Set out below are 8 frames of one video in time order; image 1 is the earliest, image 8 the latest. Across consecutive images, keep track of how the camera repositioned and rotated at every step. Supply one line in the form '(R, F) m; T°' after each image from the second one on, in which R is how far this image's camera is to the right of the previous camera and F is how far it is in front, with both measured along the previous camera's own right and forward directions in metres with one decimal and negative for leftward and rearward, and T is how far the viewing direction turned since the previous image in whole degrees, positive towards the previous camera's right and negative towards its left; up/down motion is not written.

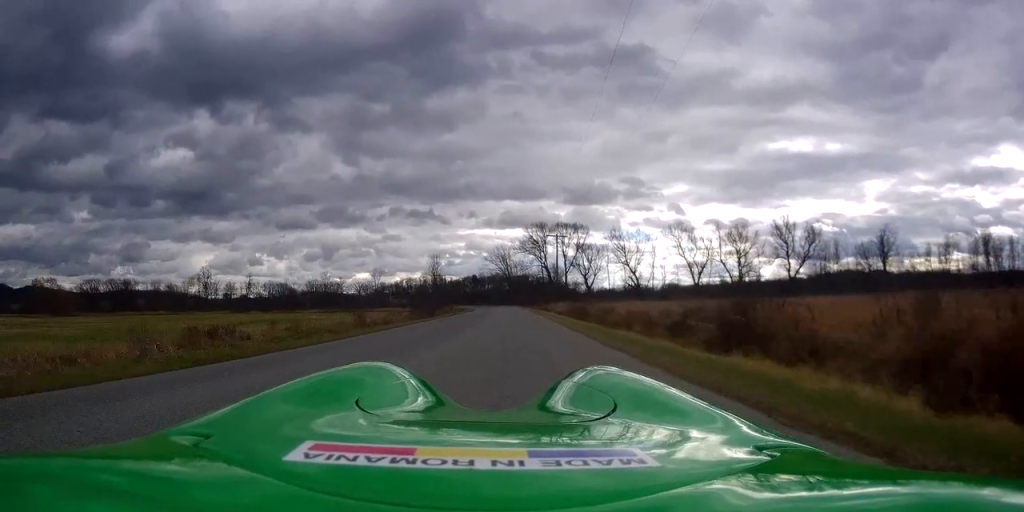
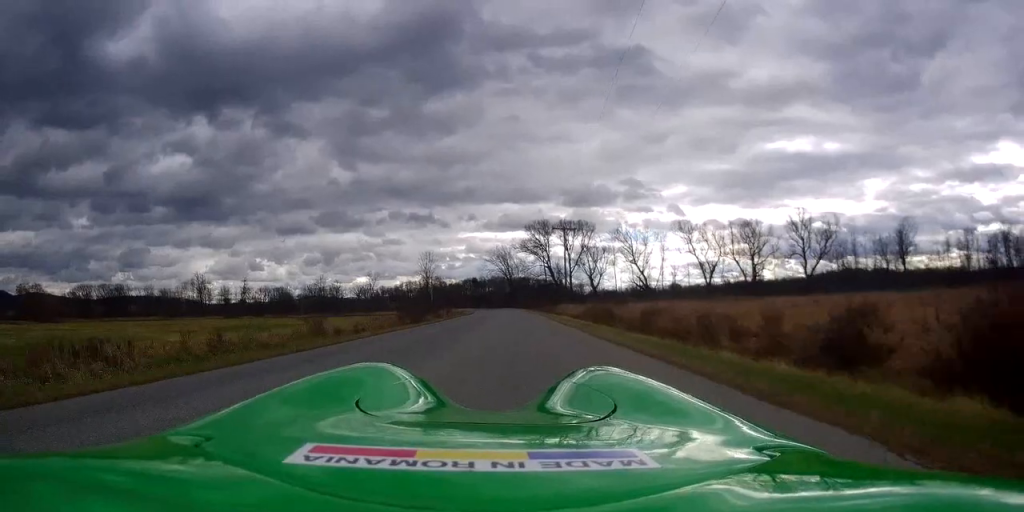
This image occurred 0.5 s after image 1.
(0.0, +8.1) m; 0°
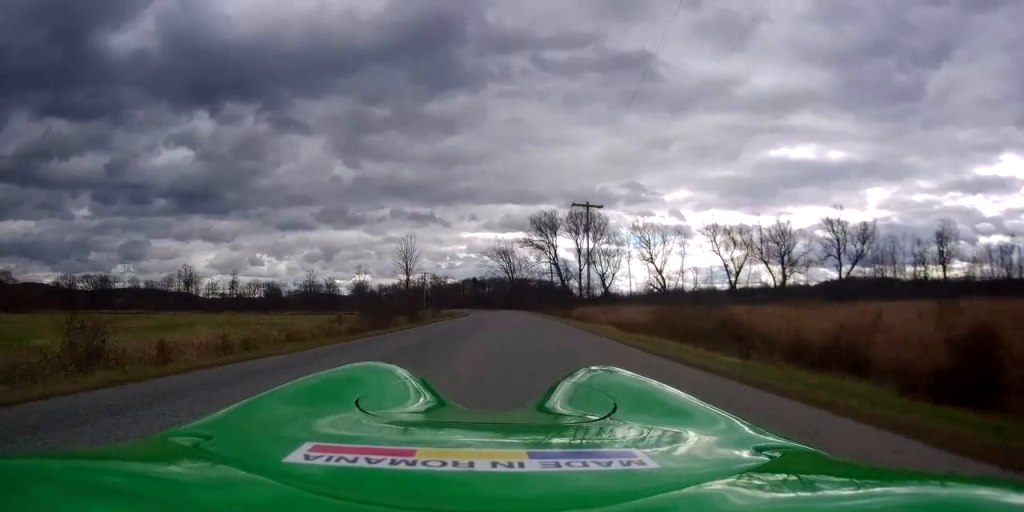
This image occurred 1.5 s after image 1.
(-0.1, +14.8) m; 0°
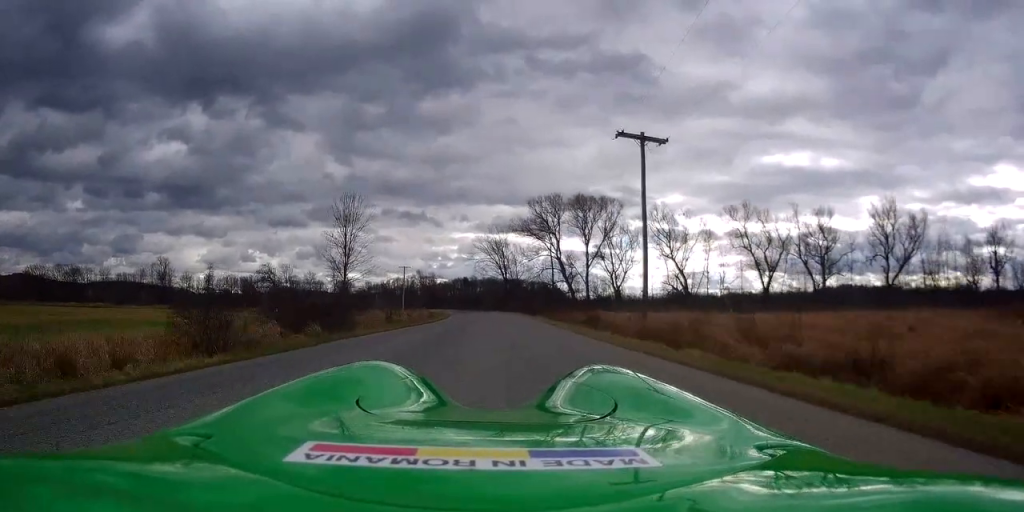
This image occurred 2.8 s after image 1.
(+0.3, +19.1) m; 0°
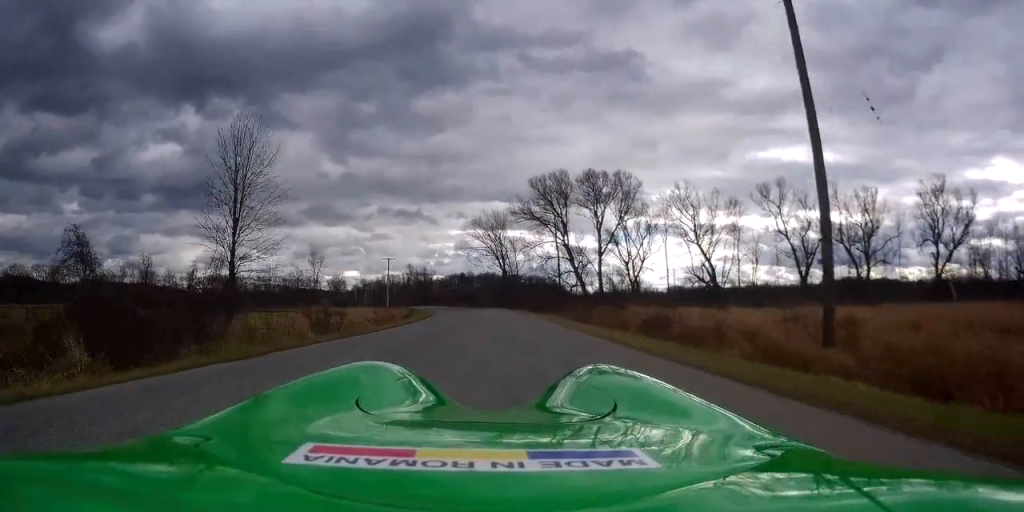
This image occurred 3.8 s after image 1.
(-0.1, +14.7) m; -1°
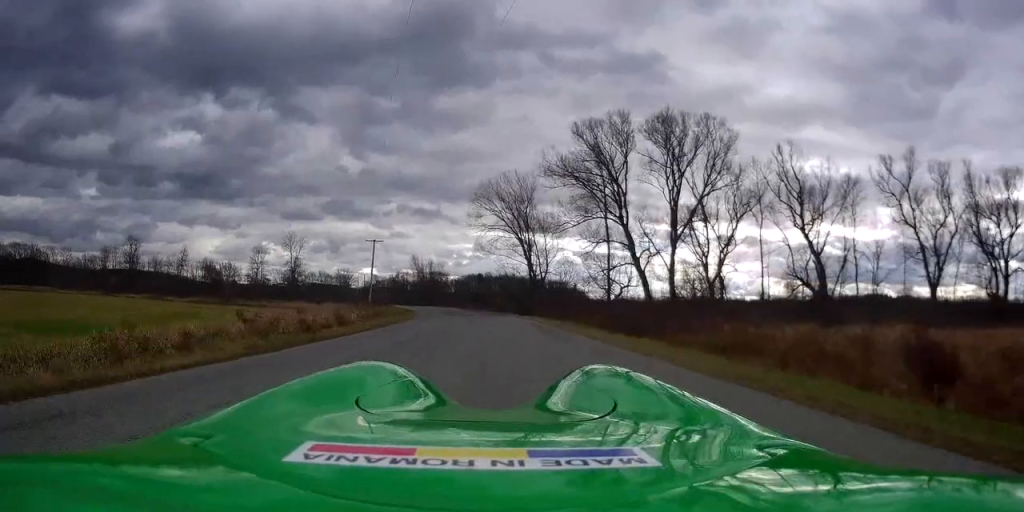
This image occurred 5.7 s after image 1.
(0.0, +27.5) m; -1°
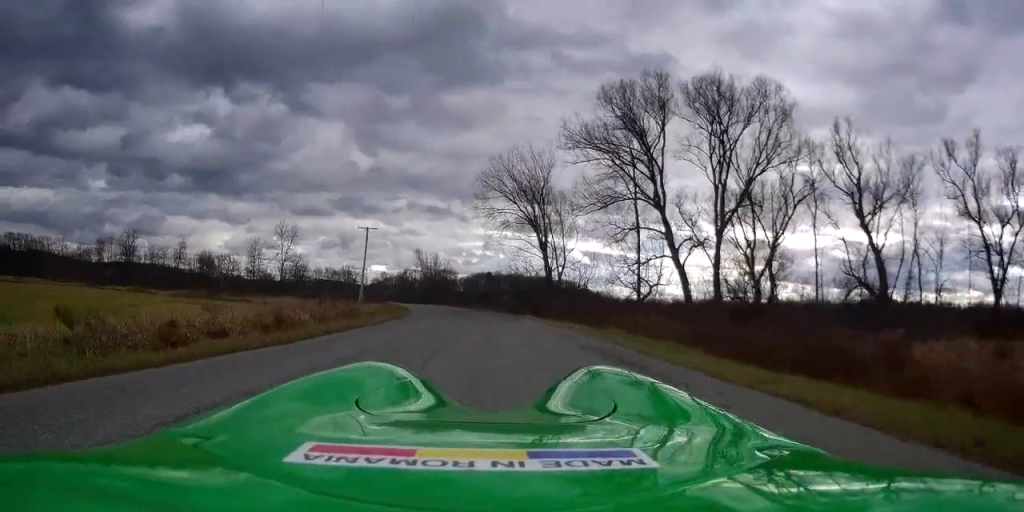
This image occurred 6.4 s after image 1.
(-0.1, +9.7) m; -1°
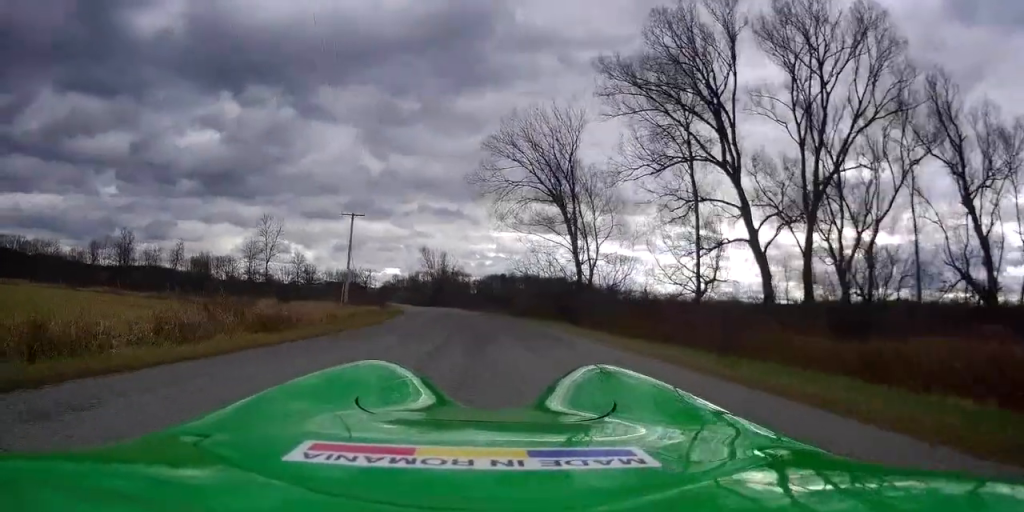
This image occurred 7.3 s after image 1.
(0.0, +13.3) m; -1°
